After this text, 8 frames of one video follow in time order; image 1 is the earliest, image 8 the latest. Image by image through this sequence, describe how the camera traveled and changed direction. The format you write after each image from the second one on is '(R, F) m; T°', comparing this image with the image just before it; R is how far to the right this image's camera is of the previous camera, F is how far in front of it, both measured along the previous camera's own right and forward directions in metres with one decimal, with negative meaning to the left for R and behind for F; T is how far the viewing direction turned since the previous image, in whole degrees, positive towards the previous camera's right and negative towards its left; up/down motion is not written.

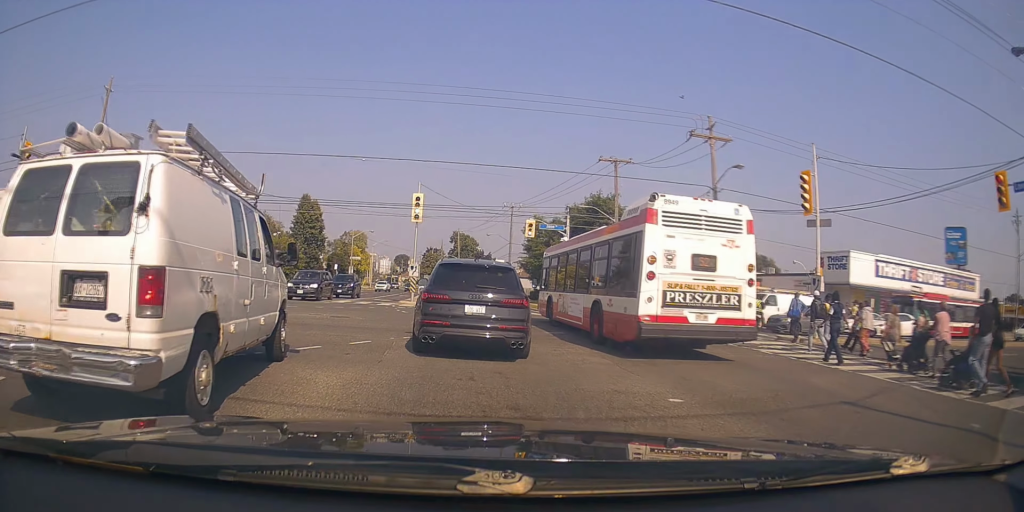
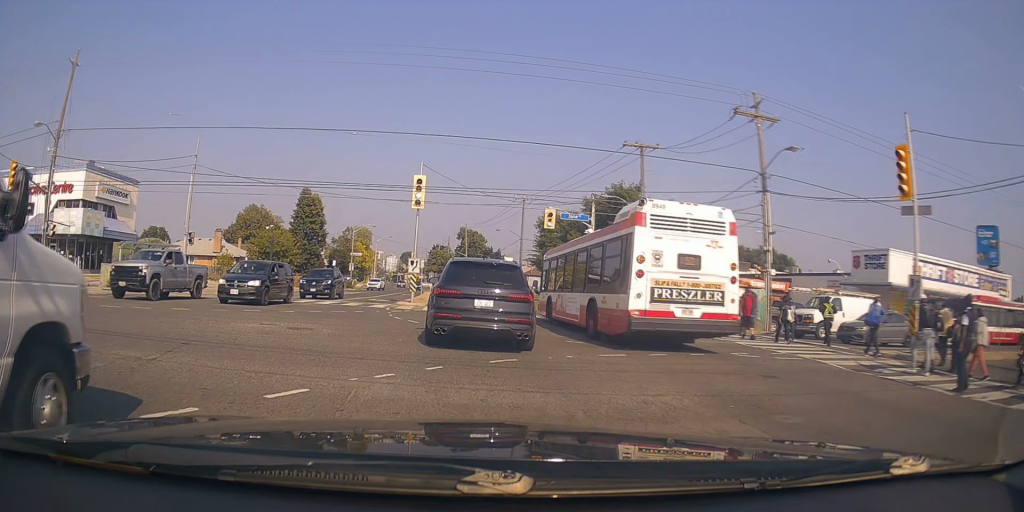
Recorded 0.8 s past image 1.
(0.0, +5.0) m; +1°
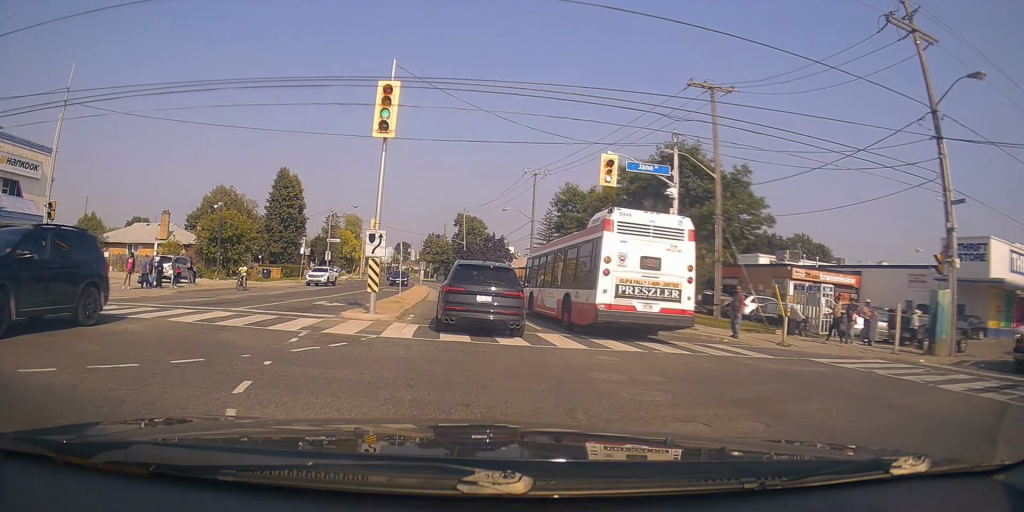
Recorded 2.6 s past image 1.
(-0.2, +13.6) m; -1°
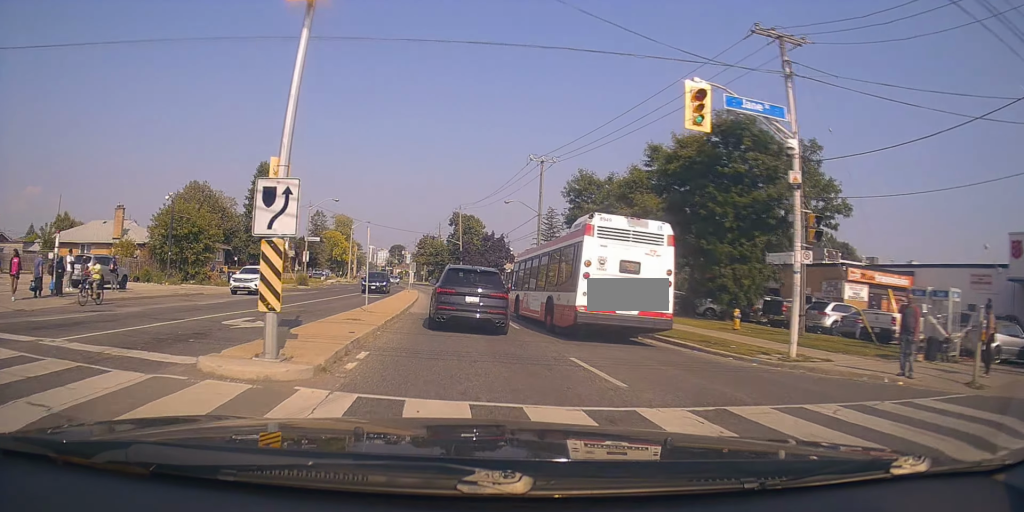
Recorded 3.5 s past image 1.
(+0.1, +8.6) m; +2°
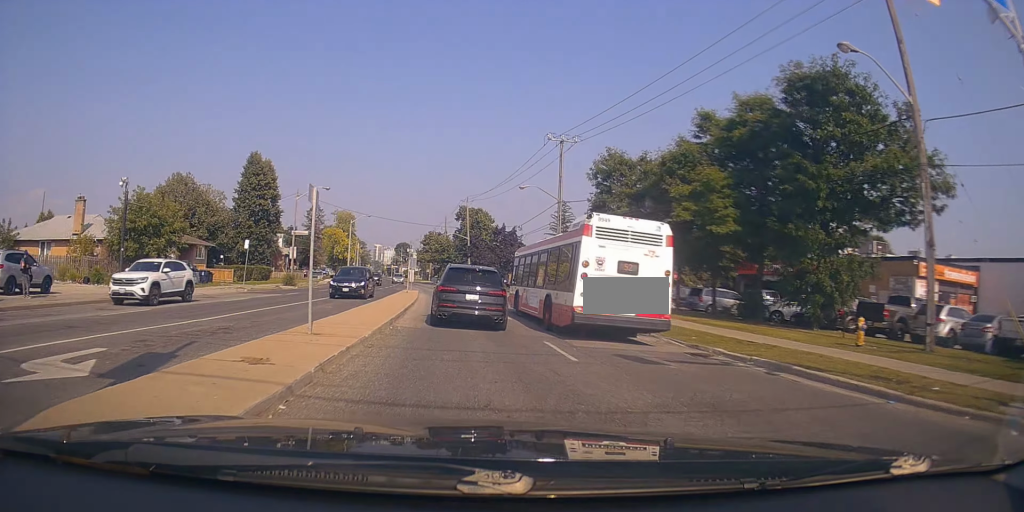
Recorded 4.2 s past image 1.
(+0.3, +7.3) m; +2°
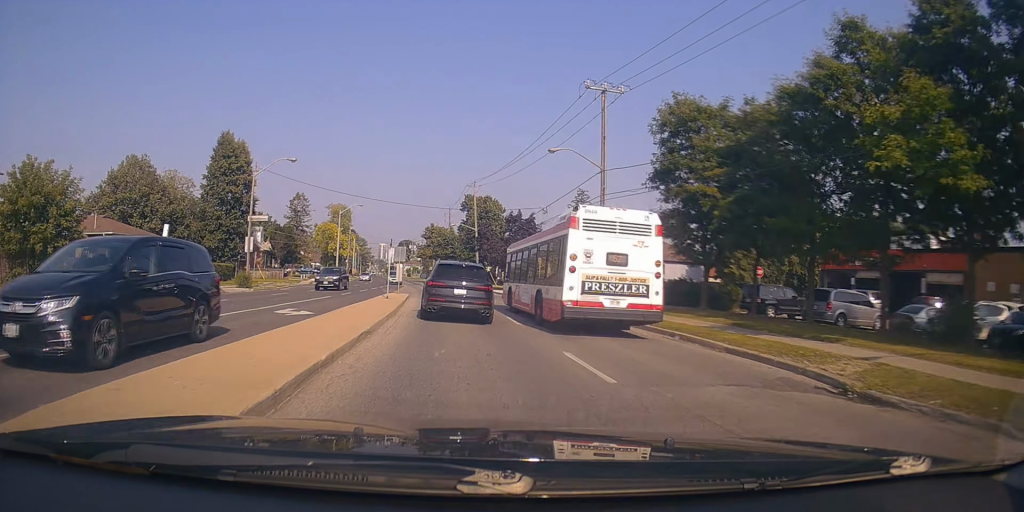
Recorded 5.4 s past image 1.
(-0.2, +13.0) m; -3°
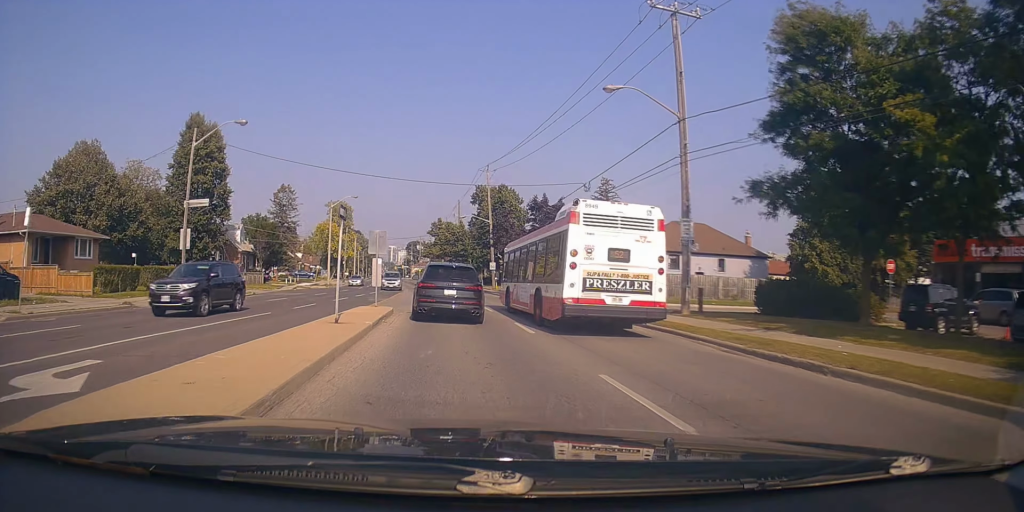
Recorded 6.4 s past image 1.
(-0.3, +11.6) m; -1°
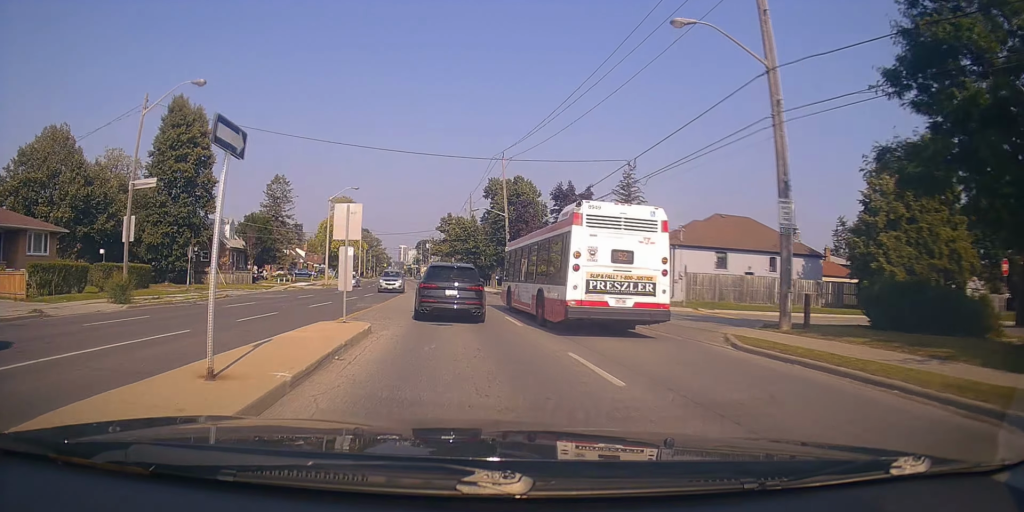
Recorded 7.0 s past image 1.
(0.0, +6.7) m; 0°
